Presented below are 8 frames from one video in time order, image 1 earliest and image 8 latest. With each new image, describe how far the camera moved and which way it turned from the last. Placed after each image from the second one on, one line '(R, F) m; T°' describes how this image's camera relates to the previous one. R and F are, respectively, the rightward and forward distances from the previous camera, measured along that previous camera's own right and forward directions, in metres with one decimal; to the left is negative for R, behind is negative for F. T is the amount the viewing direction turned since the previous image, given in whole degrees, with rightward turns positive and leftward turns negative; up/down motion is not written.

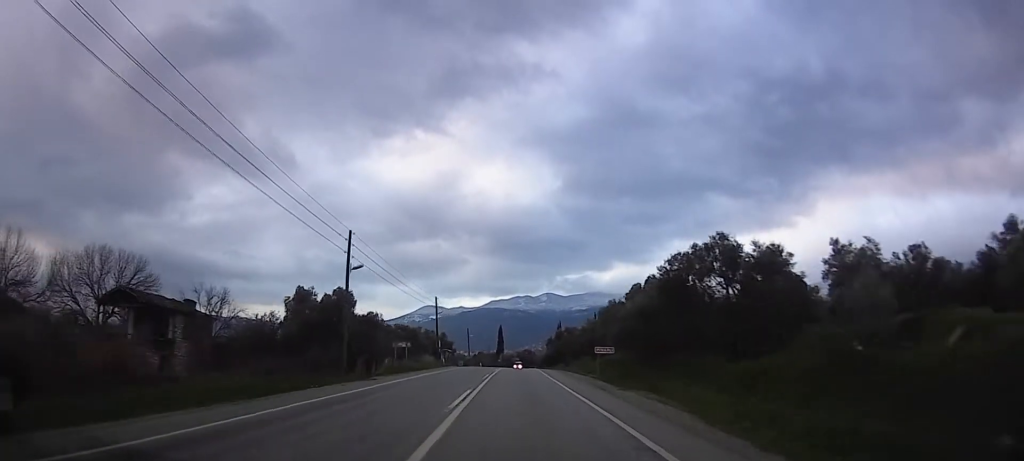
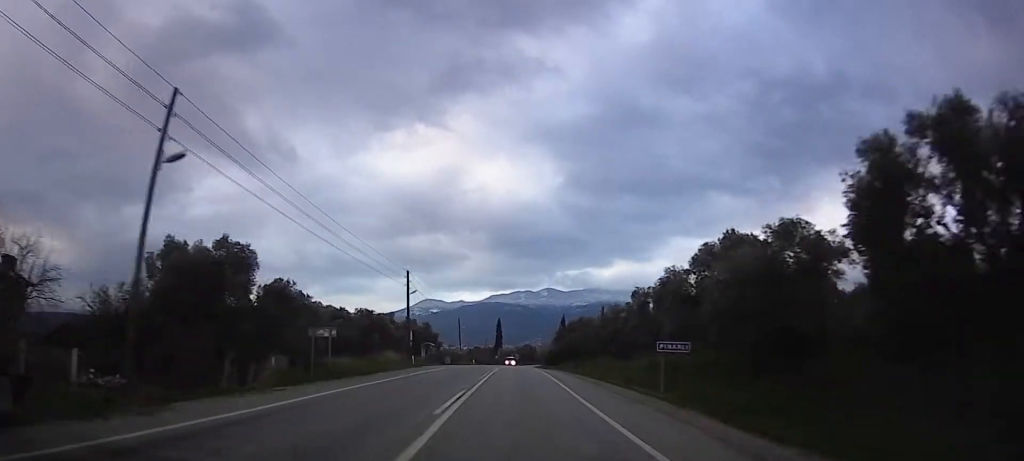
(-0.1, +17.0) m; 0°
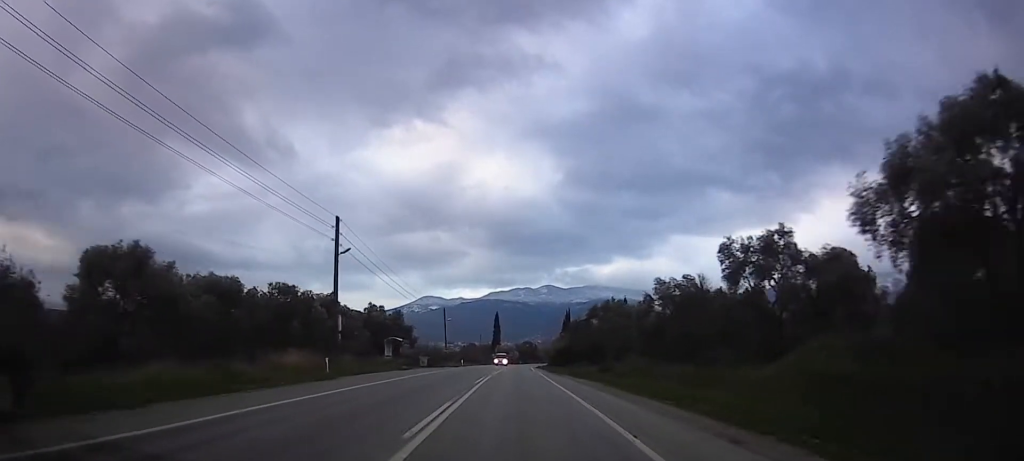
(0.0, +18.6) m; 0°
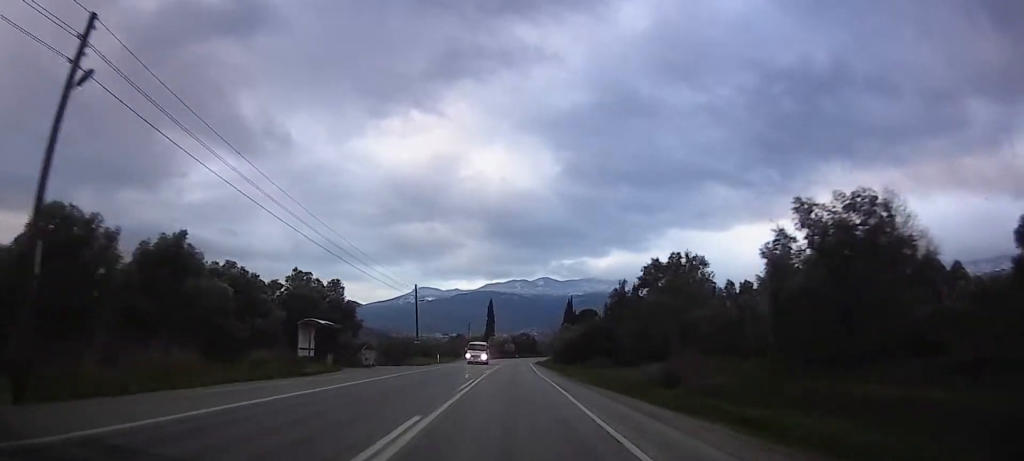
(0.0, +18.9) m; 0°
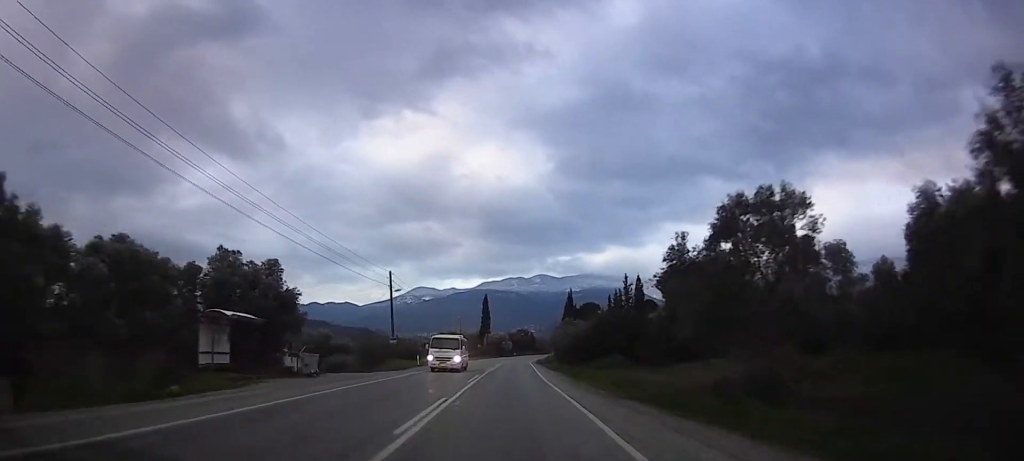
(0.0, +9.7) m; 0°
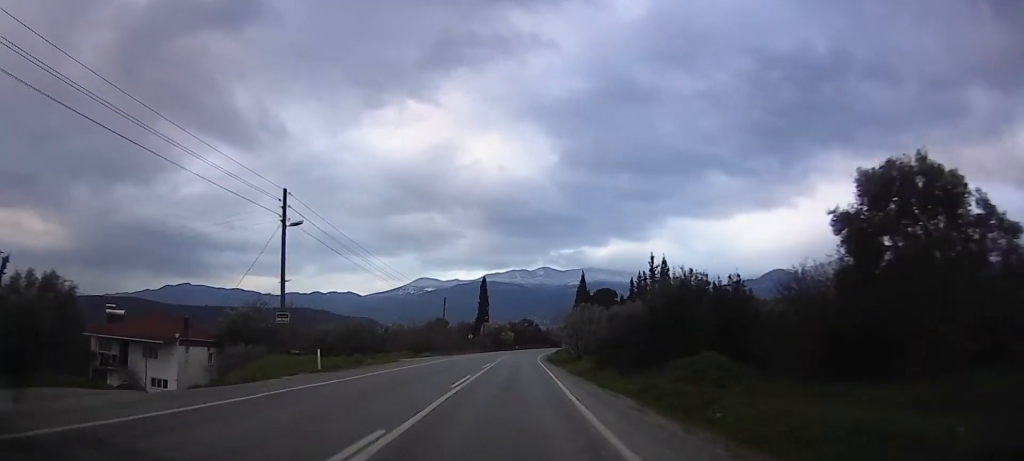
(-0.2, +22.3) m; 0°
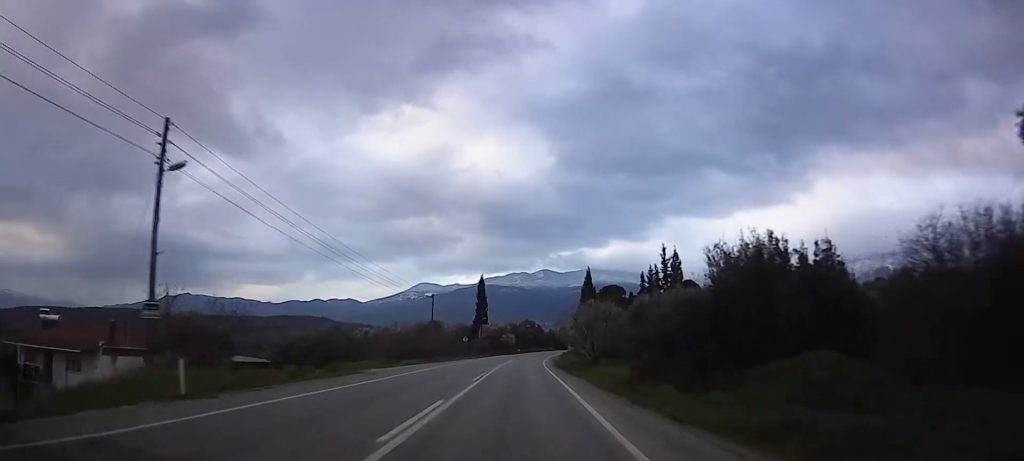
(-0.1, +9.6) m; 0°
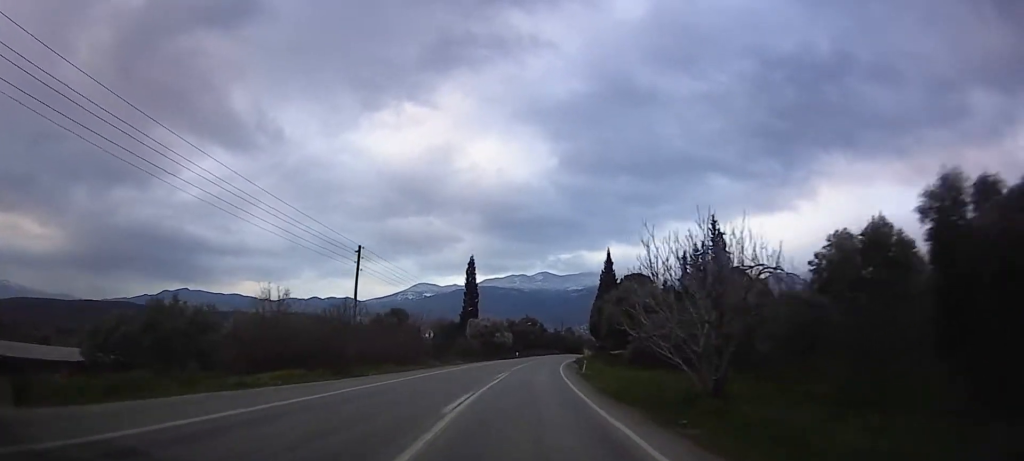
(+0.5, +28.8) m; +1°
